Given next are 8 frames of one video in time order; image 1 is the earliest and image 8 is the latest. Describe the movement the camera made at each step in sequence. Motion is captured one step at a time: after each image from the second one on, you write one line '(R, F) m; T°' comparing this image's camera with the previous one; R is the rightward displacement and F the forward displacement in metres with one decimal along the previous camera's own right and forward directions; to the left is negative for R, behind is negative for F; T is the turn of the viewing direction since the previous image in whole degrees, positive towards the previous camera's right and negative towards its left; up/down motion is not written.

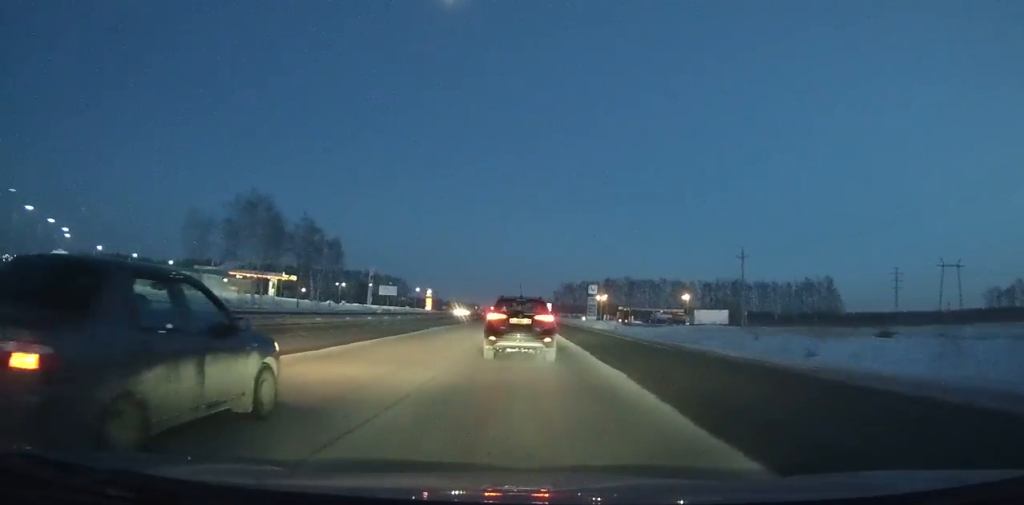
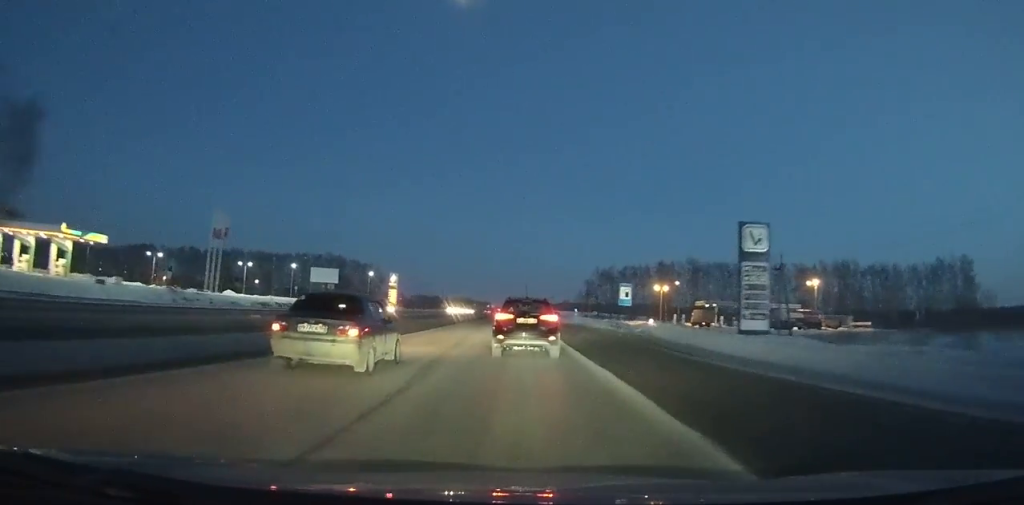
(-1.1, +76.9) m; -2°
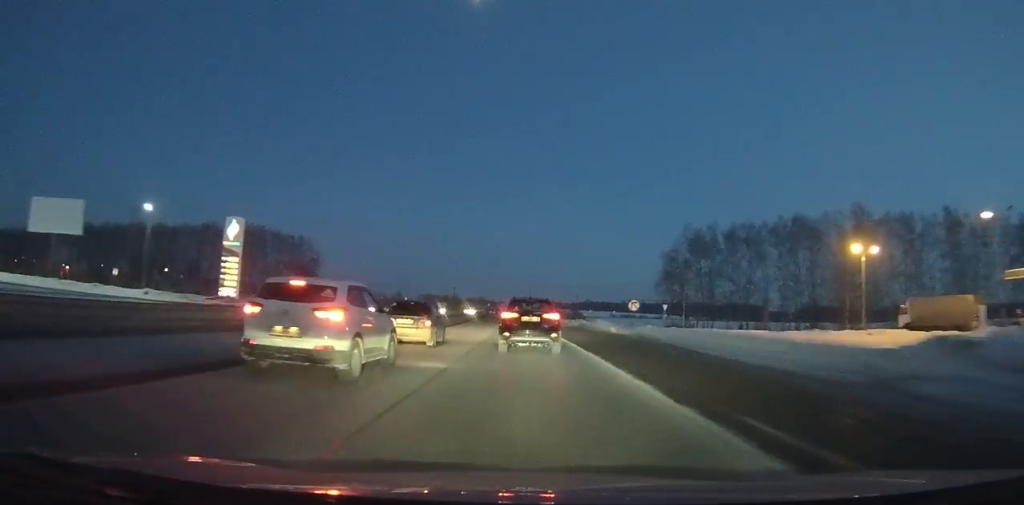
(-1.3, +81.8) m; -2°
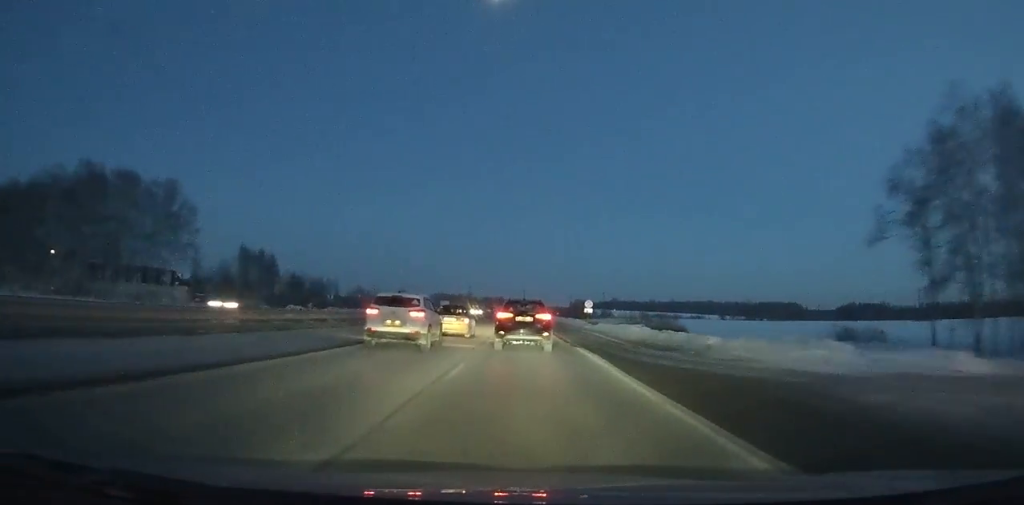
(-1.1, +59.4) m; -2°
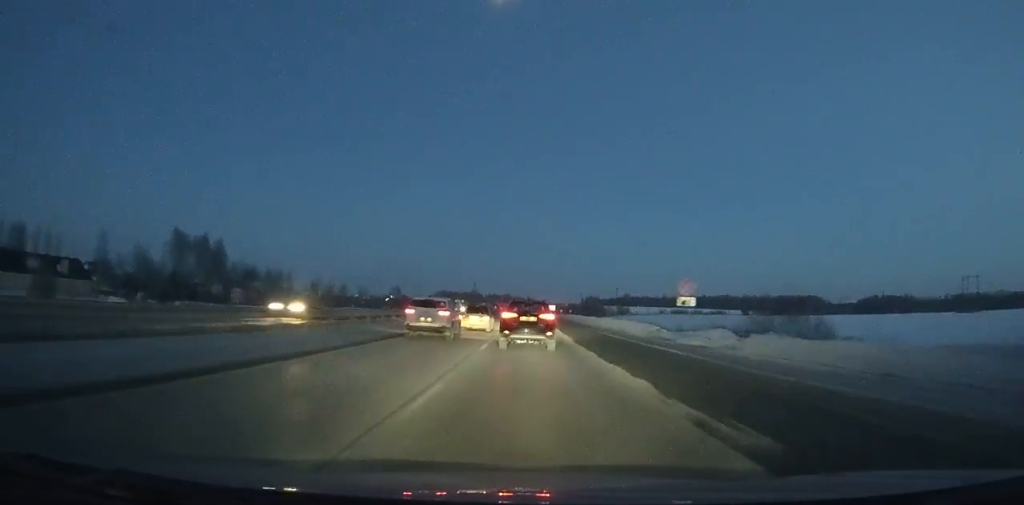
(-0.4, +39.6) m; -1°
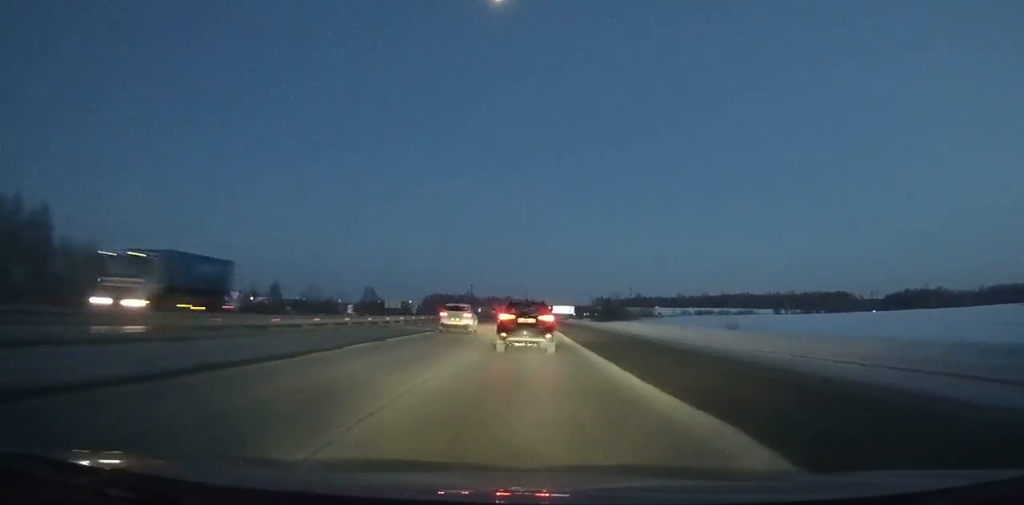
(-0.4, +65.4) m; 0°
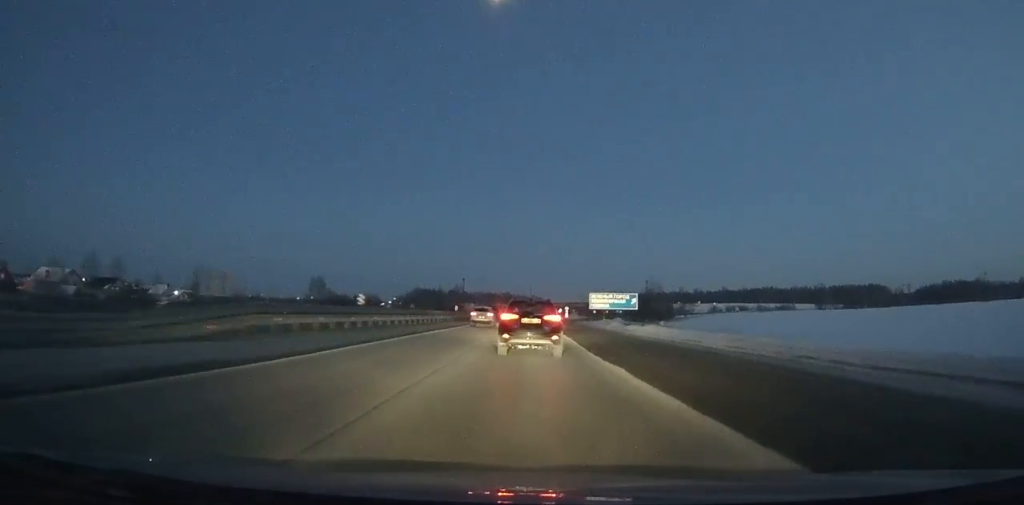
(-0.2, +71.3) m; 0°
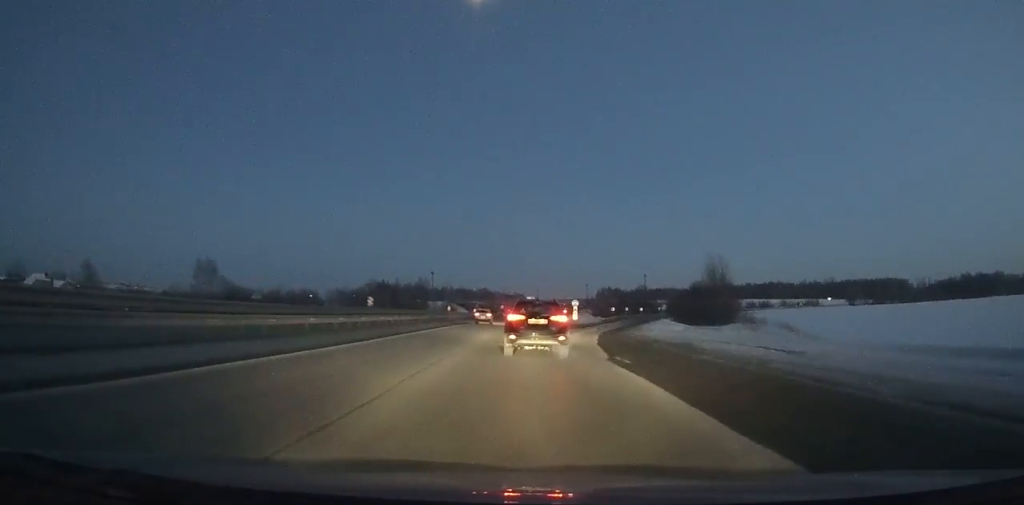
(+0.9, +67.4) m; +1°
